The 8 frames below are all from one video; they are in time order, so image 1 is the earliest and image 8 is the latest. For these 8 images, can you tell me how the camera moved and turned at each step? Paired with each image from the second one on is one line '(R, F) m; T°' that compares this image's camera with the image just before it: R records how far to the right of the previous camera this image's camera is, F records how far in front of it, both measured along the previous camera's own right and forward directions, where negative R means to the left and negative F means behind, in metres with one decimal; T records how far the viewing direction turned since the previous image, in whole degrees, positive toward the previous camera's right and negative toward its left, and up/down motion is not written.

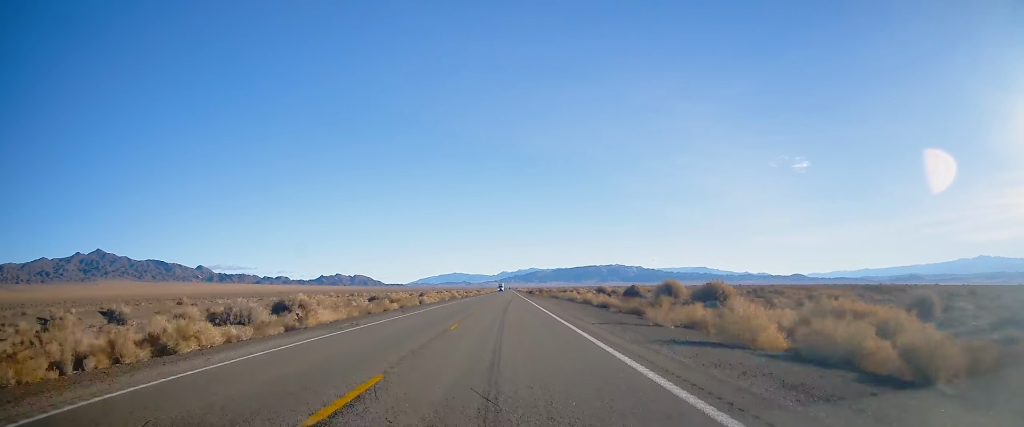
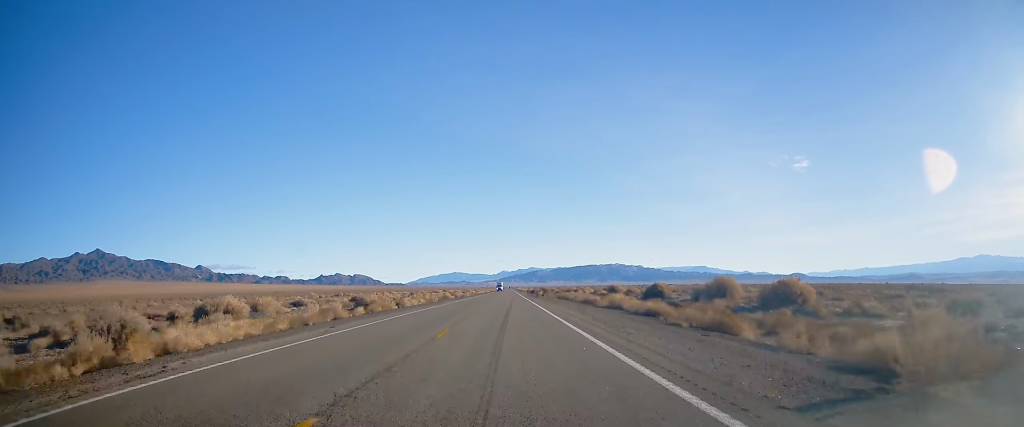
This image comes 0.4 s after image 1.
(0.0, +15.0) m; 0°
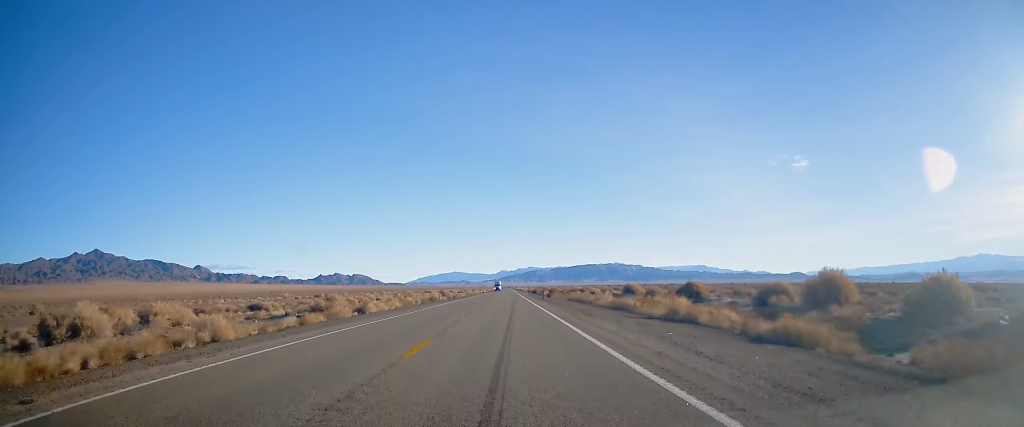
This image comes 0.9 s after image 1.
(0.0, +16.1) m; 0°
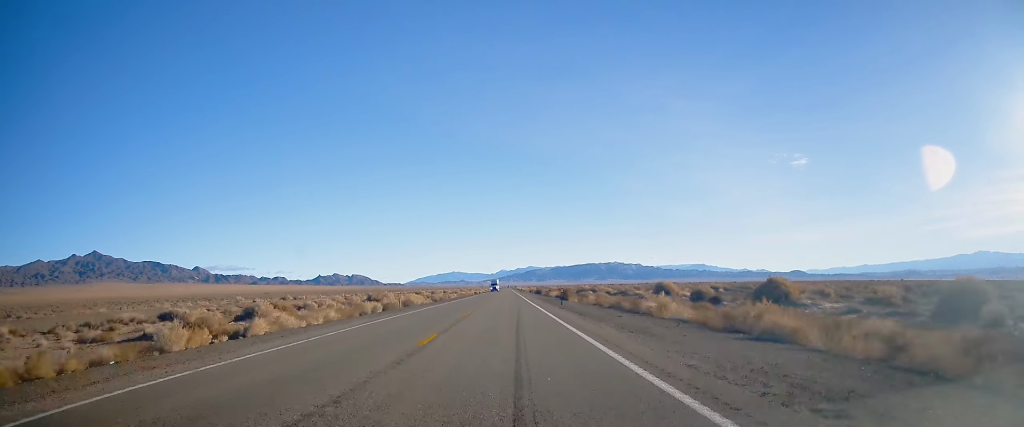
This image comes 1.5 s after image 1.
(-0.1, +22.0) m; 0°
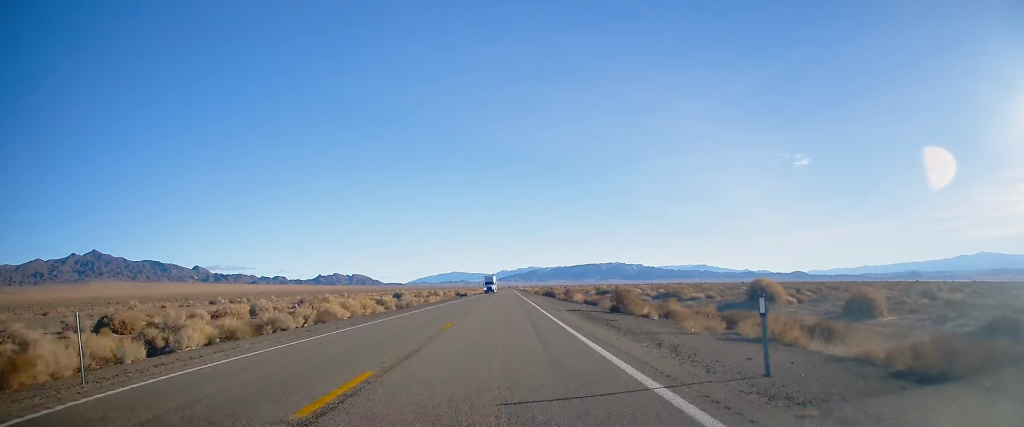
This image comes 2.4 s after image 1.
(-0.2, +31.3) m; 0°
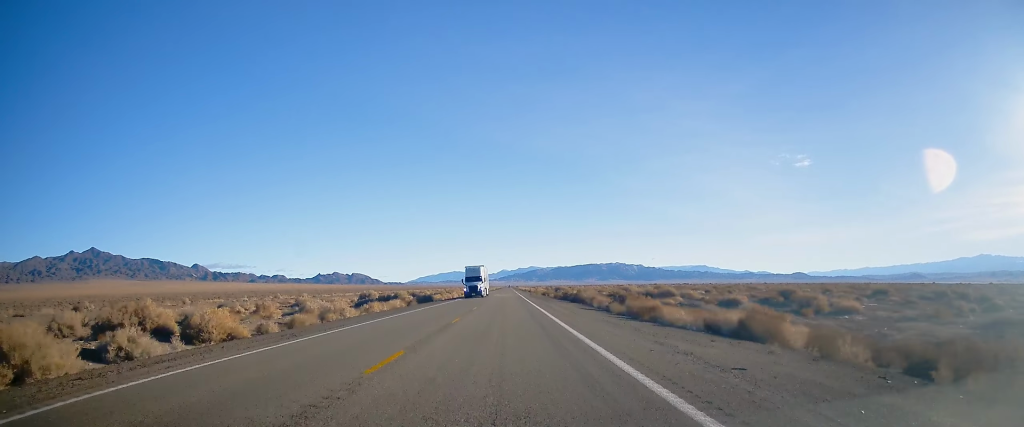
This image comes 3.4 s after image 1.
(-0.1, +33.8) m; 0°
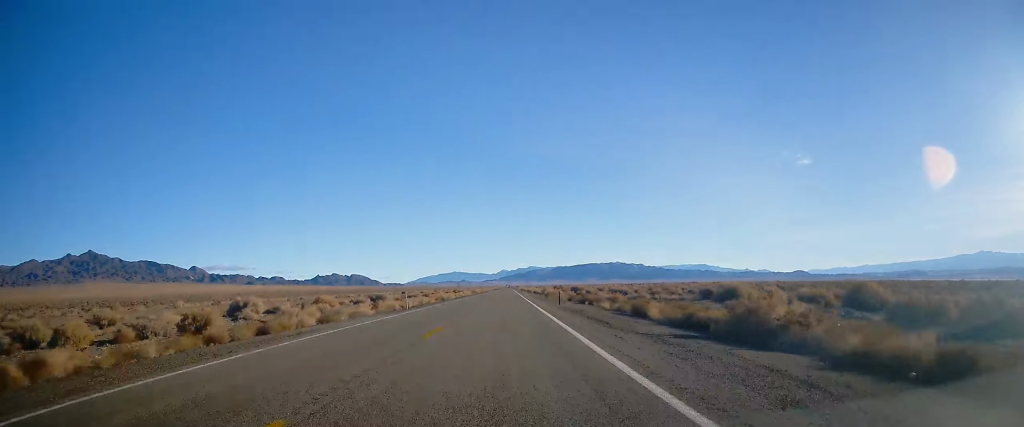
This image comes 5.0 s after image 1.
(+0.3, +54.9) m; 0°
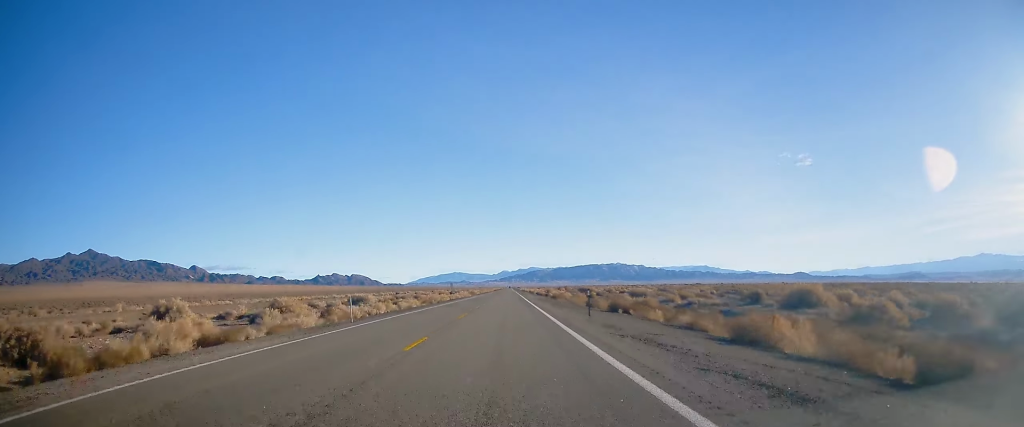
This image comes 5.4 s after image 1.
(0.0, +15.2) m; 0°
